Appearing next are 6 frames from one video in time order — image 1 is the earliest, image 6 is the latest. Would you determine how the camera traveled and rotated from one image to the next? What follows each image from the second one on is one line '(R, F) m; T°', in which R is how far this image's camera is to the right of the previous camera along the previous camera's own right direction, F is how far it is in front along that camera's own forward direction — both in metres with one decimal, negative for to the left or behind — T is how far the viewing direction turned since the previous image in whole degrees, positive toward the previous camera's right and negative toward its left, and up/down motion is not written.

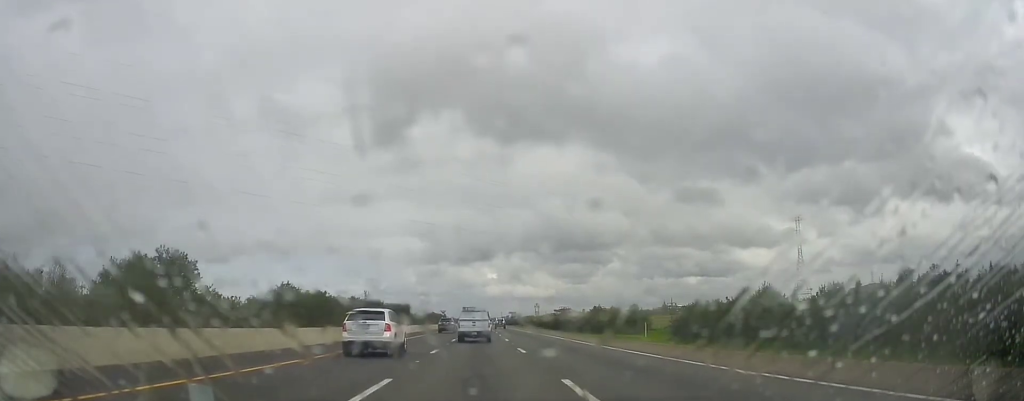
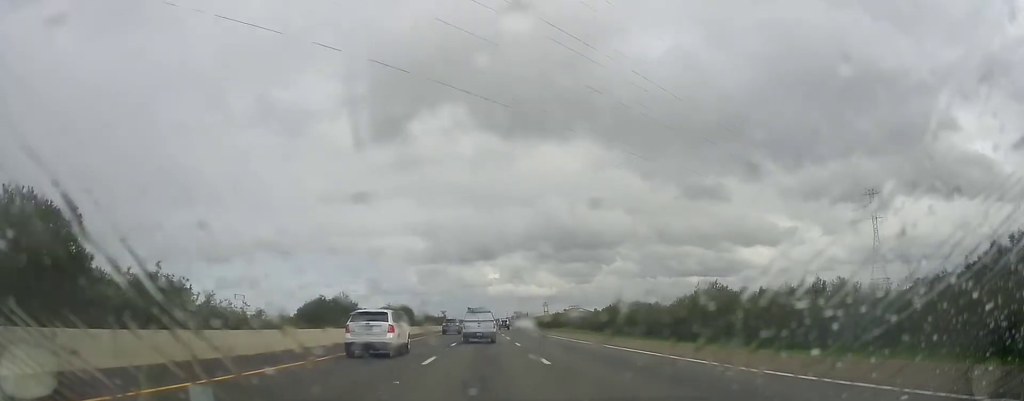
(+0.1, +67.0) m; -1°
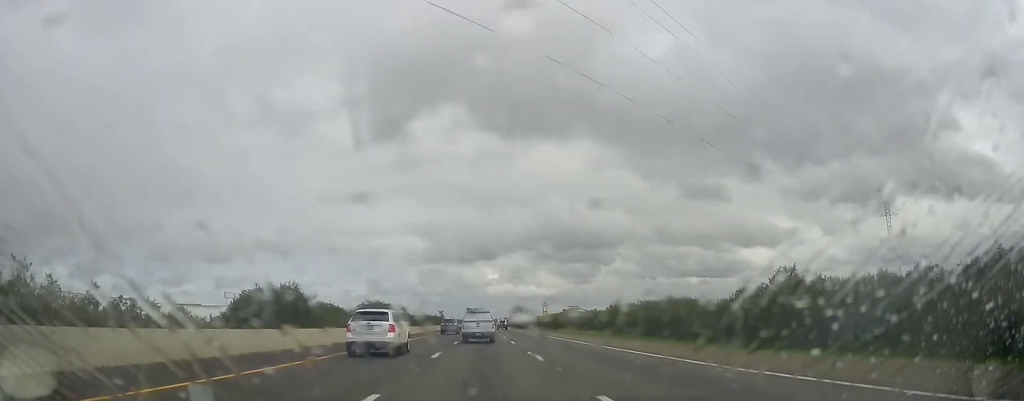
(-0.1, +11.6) m; 0°
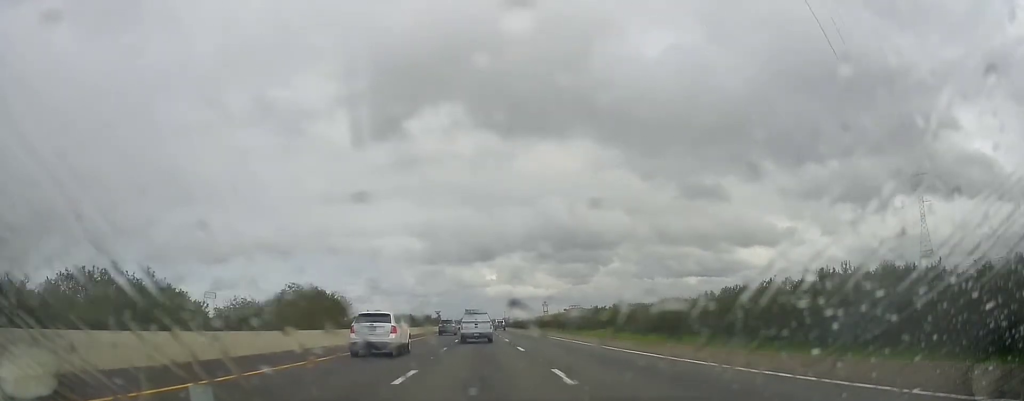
(+0.4, +24.7) m; +2°
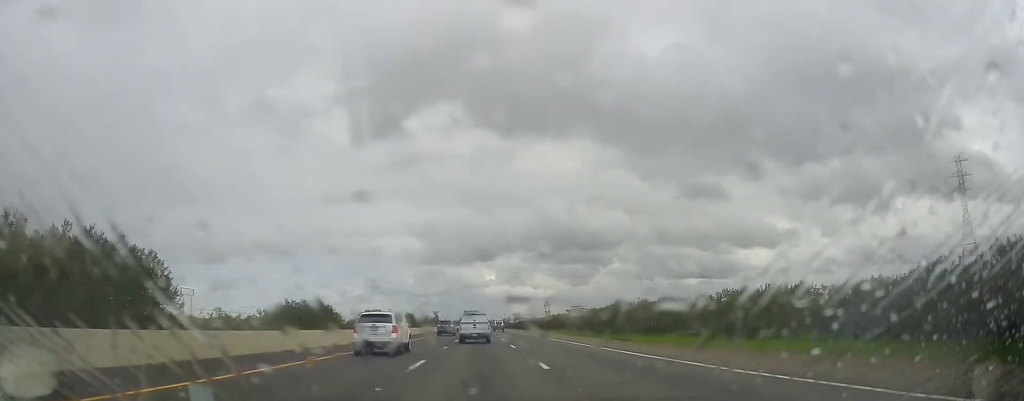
(+0.6, +24.3) m; 0°
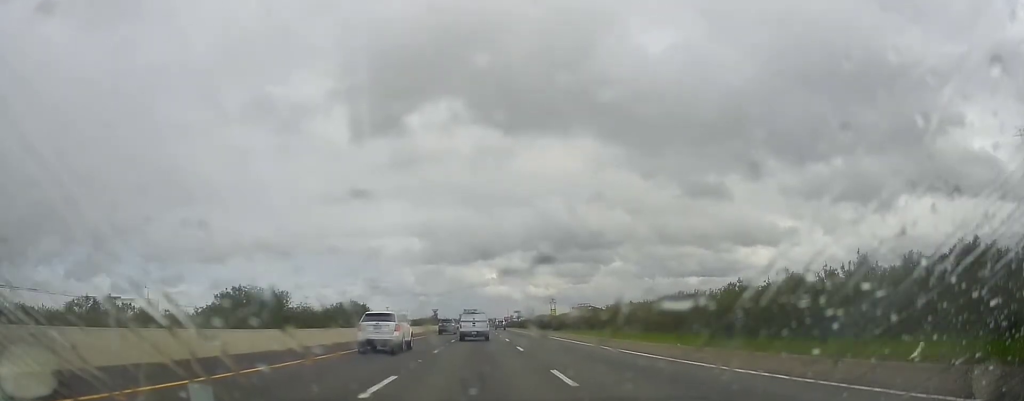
(-0.8, +34.2) m; -1°
